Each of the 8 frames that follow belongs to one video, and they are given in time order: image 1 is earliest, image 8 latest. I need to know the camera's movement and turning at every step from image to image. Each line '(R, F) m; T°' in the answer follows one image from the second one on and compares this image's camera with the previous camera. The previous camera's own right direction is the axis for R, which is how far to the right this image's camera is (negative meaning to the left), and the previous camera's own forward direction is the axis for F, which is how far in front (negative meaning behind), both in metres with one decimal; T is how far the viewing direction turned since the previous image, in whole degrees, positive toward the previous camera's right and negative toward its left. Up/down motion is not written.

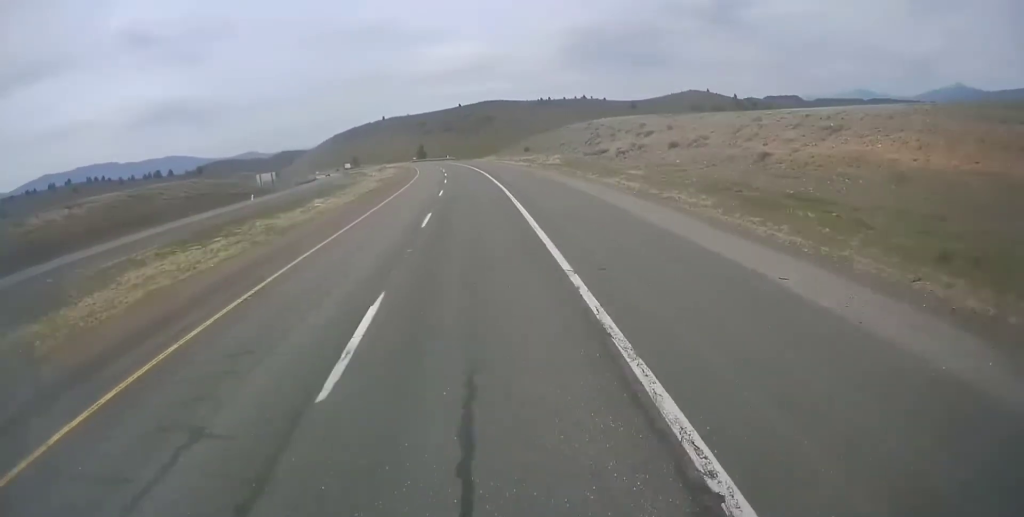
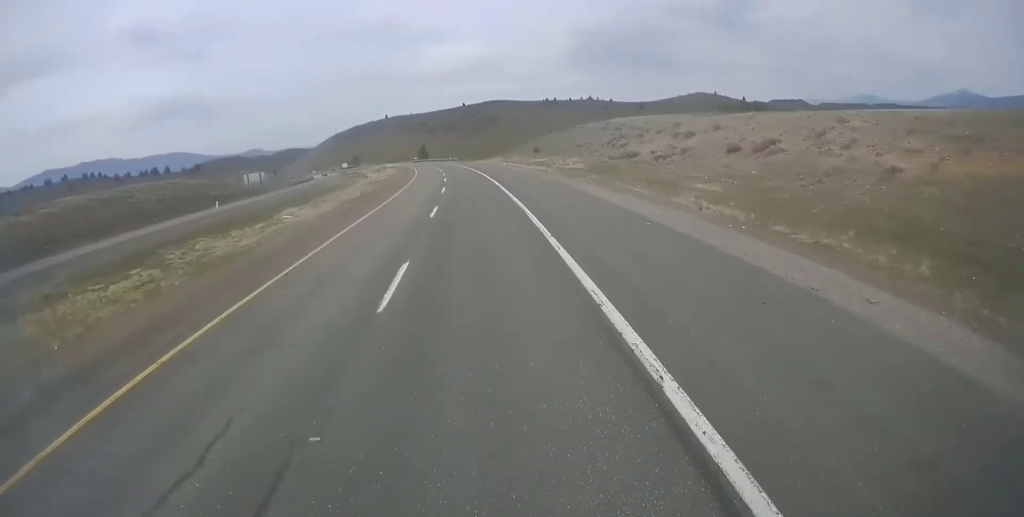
(-0.5, +11.4) m; -1°
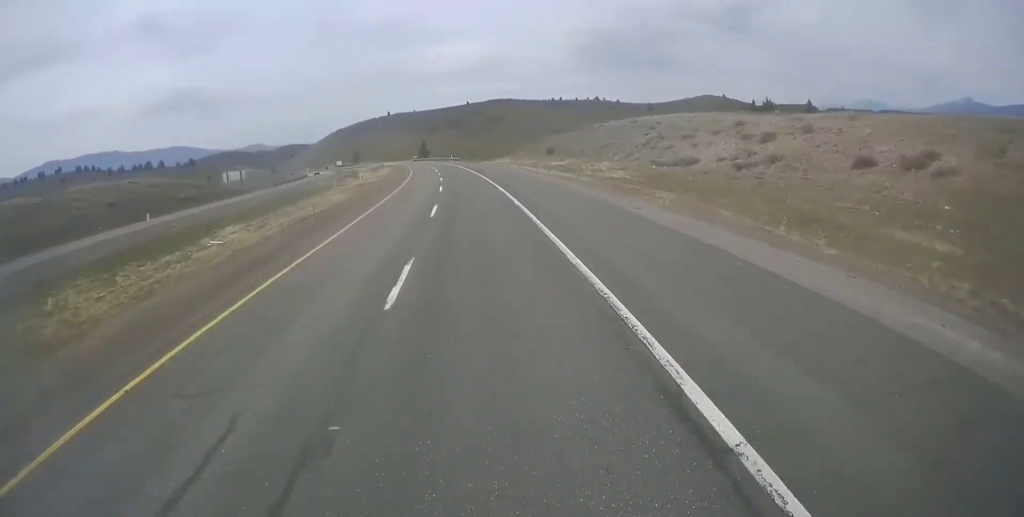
(-0.6, +15.2) m; -1°
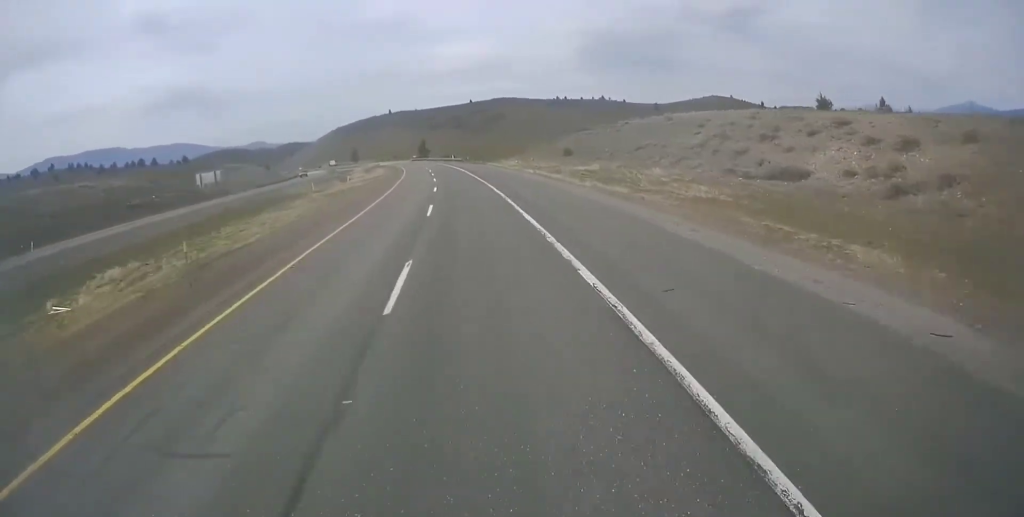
(+0.2, +14.3) m; 0°
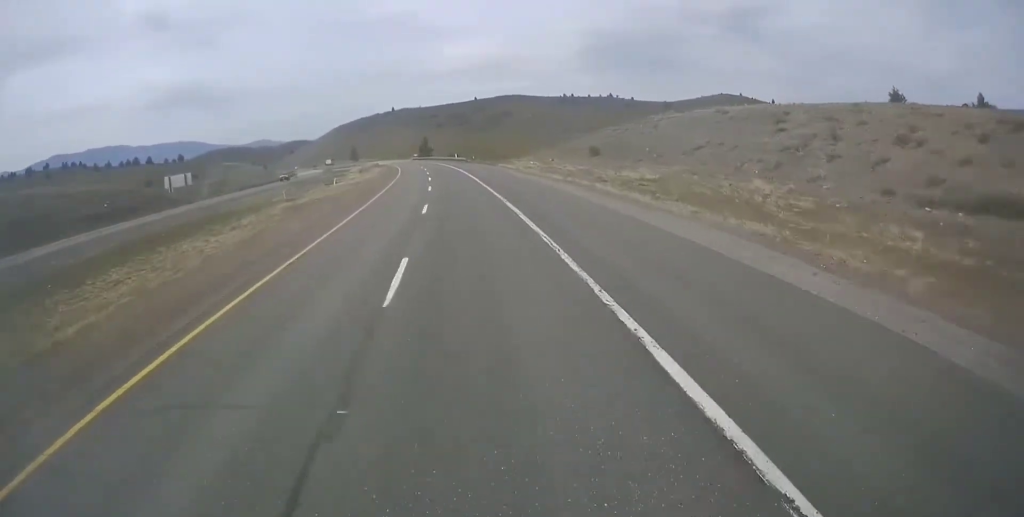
(+0.3, +15.3) m; 0°
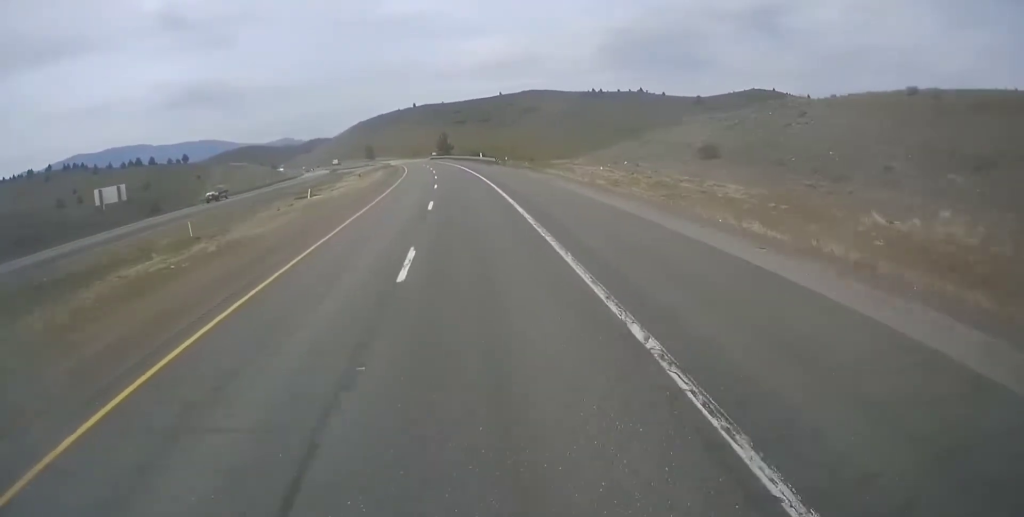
(-0.6, +29.2) m; -2°
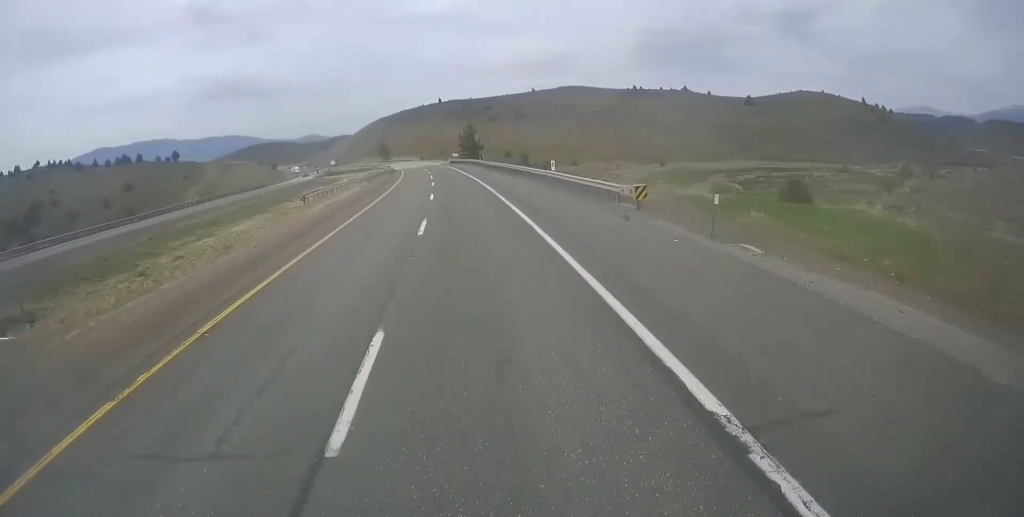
(-0.9, +53.2) m; -3°
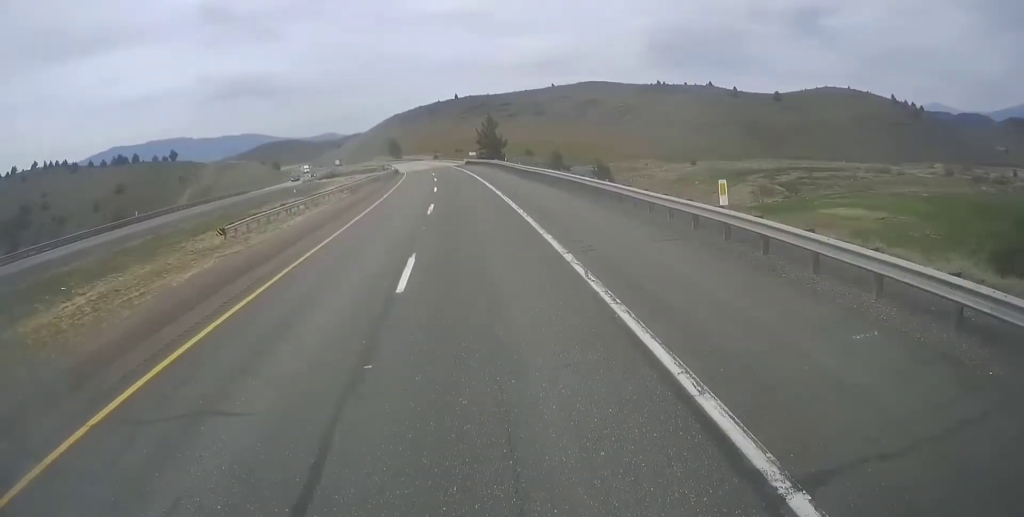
(-0.6, +24.1) m; -2°
